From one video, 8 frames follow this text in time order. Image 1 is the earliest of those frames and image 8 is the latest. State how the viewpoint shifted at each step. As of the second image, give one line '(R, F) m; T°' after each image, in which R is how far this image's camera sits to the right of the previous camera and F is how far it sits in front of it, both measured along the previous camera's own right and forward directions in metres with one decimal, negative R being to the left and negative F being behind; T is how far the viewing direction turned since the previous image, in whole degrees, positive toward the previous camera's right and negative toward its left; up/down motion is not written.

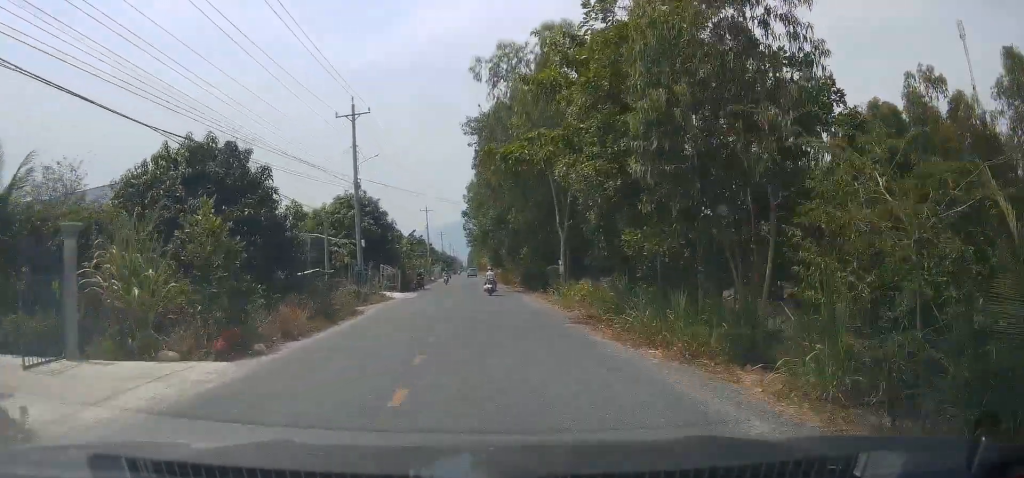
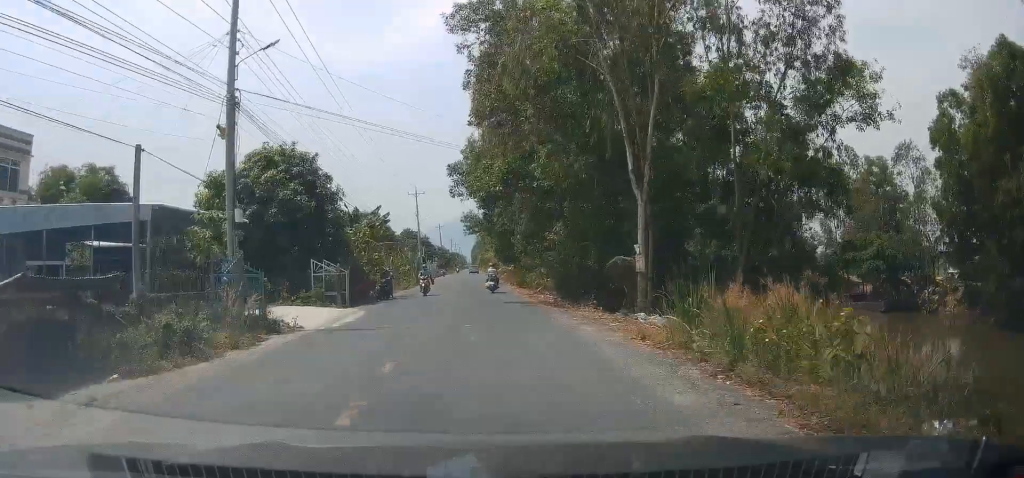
(+0.1, +19.6) m; +1°
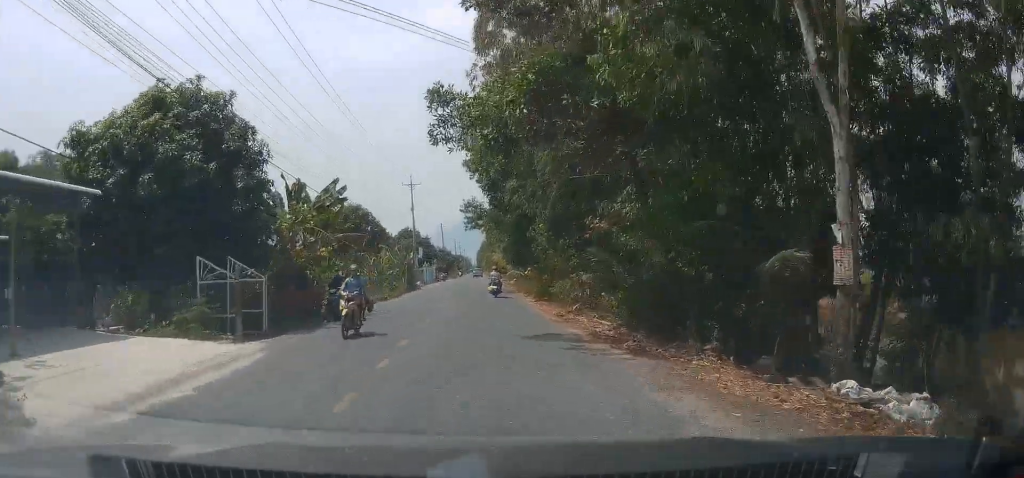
(0.0, +11.5) m; -1°
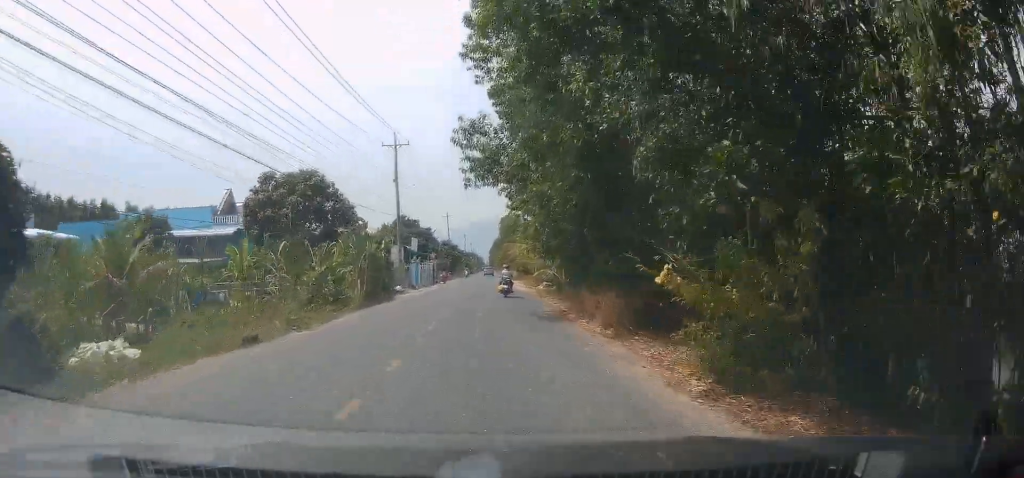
(-0.4, +22.1) m; -1°
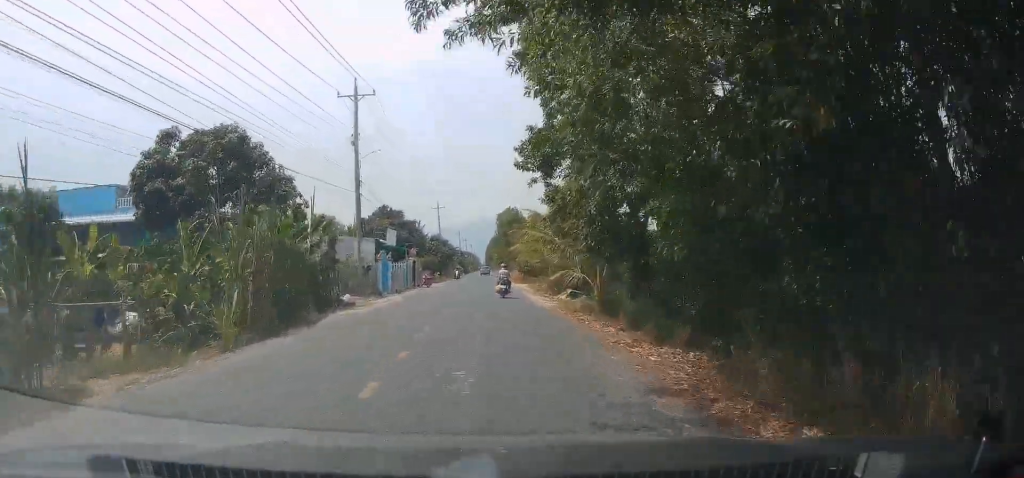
(+0.2, +13.7) m; -1°
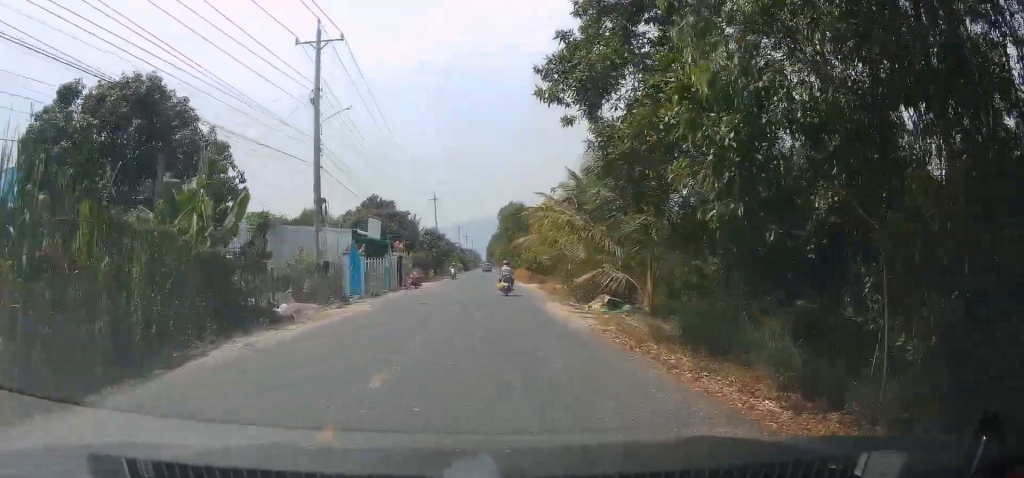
(-0.3, +8.8) m; 0°
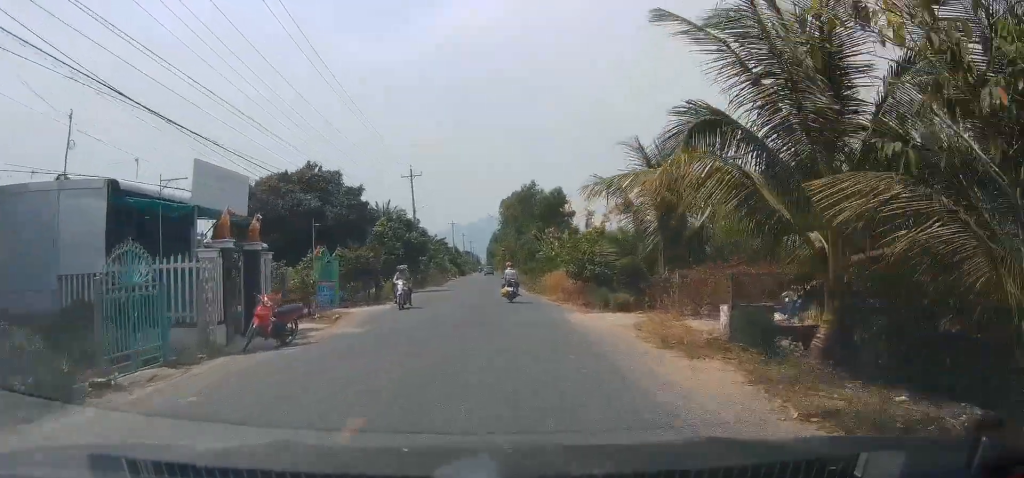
(+0.3, +26.0) m; +1°
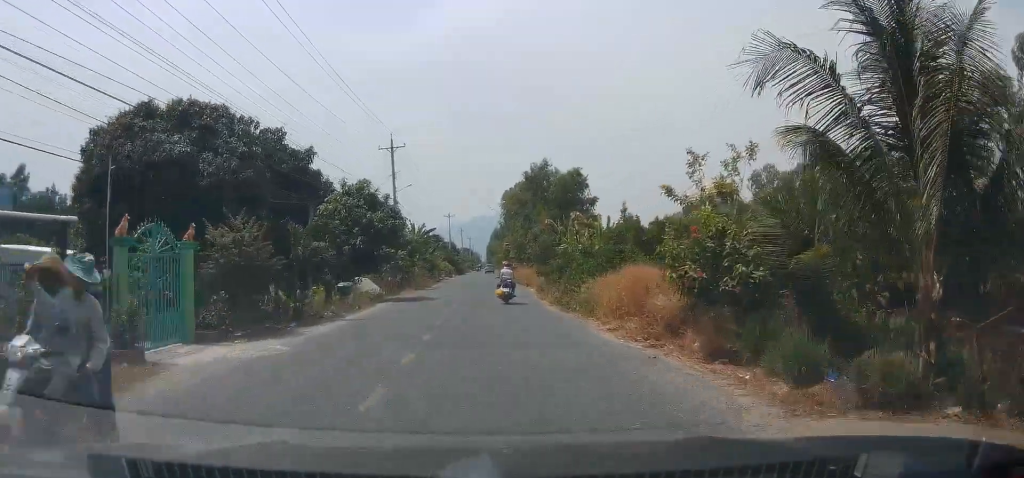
(-0.1, +13.5) m; 0°
